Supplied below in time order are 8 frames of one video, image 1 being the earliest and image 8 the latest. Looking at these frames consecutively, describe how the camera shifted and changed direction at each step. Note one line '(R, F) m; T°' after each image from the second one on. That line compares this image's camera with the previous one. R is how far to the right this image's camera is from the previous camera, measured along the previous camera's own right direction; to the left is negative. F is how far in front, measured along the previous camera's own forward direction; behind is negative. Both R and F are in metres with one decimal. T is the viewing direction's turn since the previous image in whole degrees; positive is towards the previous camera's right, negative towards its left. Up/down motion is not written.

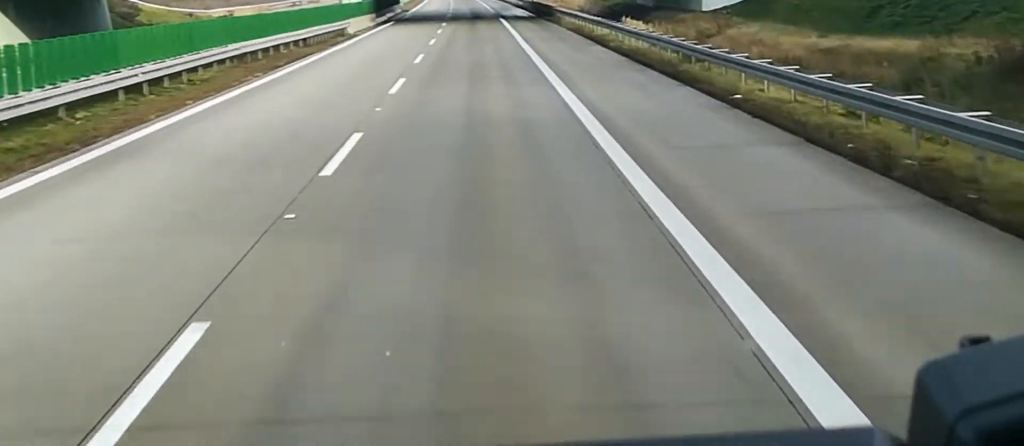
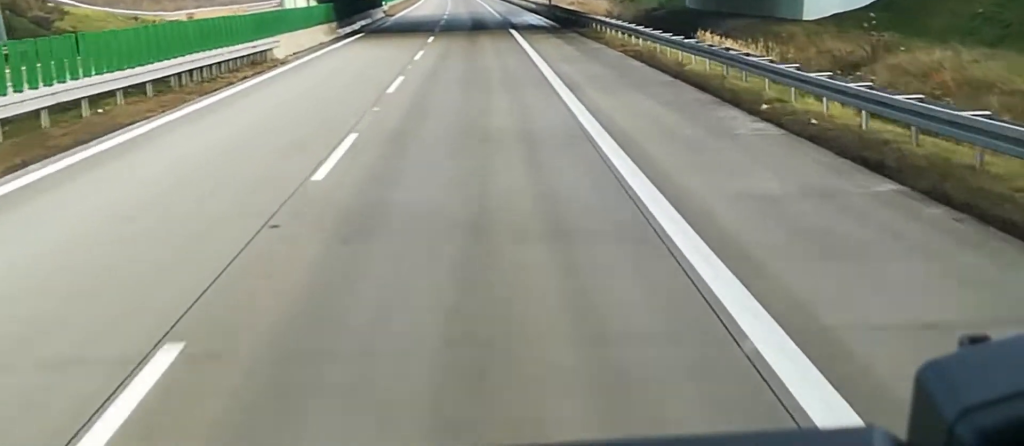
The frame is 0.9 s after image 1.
(+0.3, +23.7) m; 0°
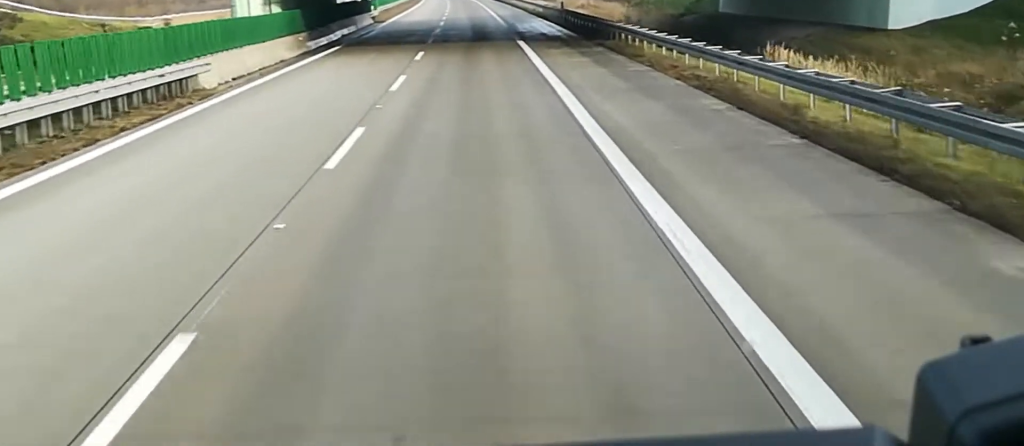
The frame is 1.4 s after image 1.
(-0.1, +11.0) m; 0°
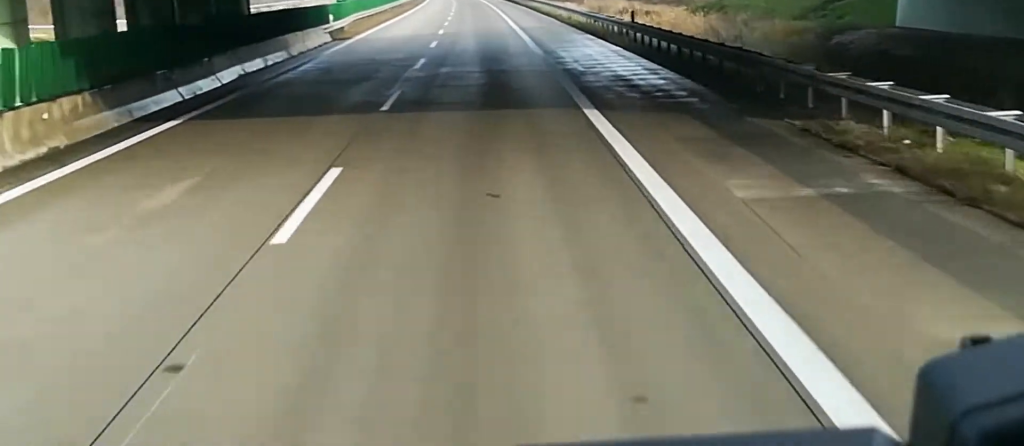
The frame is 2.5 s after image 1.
(-0.3, +28.8) m; -1°
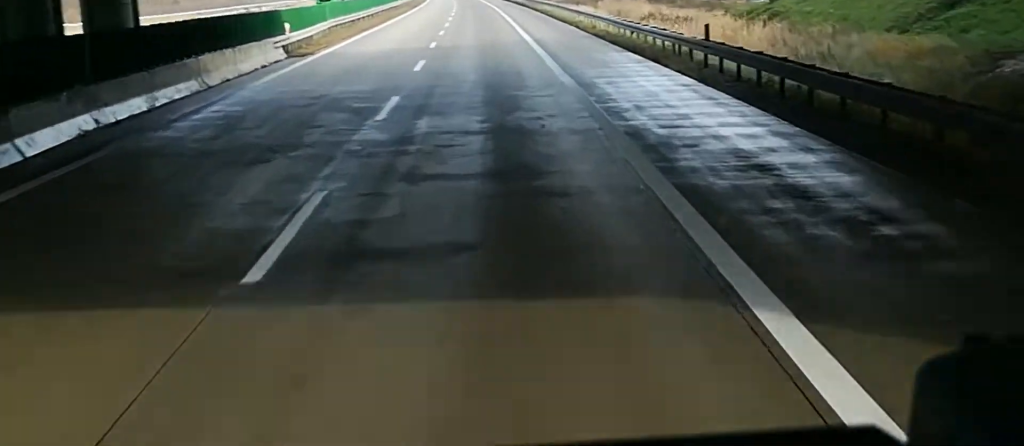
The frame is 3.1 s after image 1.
(+0.1, +13.6) m; 0°
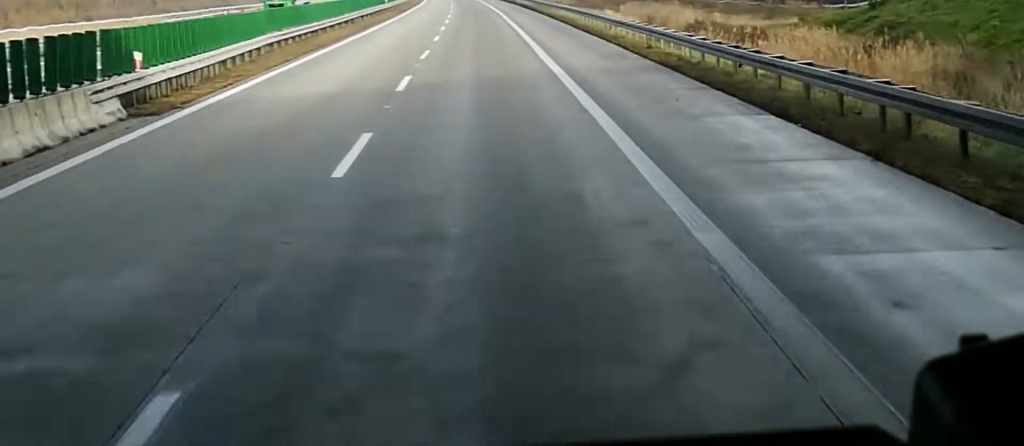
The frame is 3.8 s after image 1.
(-0.3, +18.7) m; 0°
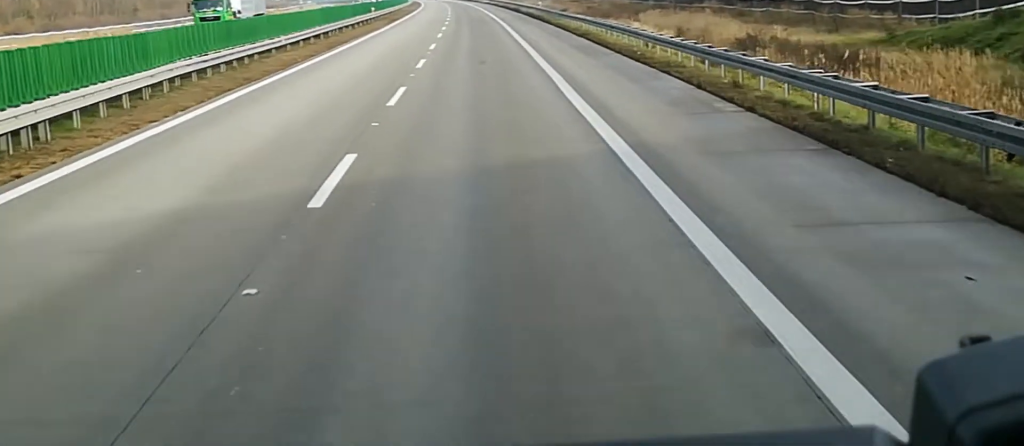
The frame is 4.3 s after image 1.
(0.0, +13.6) m; 0°
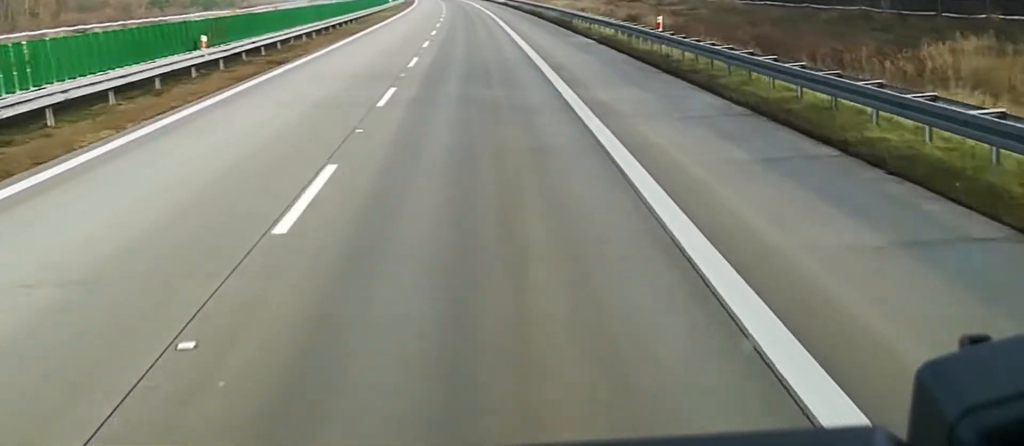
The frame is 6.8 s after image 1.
(+0.6, +60.4) m; 0°
